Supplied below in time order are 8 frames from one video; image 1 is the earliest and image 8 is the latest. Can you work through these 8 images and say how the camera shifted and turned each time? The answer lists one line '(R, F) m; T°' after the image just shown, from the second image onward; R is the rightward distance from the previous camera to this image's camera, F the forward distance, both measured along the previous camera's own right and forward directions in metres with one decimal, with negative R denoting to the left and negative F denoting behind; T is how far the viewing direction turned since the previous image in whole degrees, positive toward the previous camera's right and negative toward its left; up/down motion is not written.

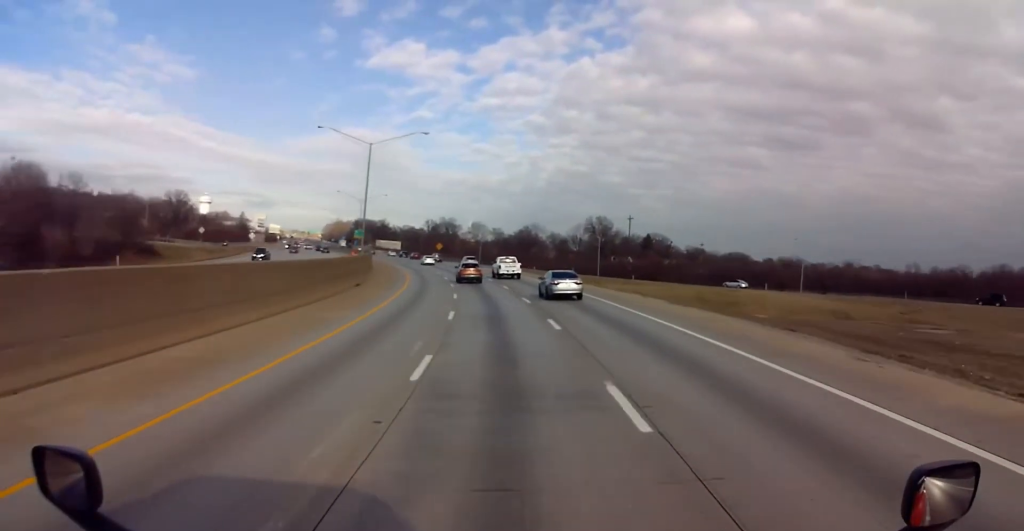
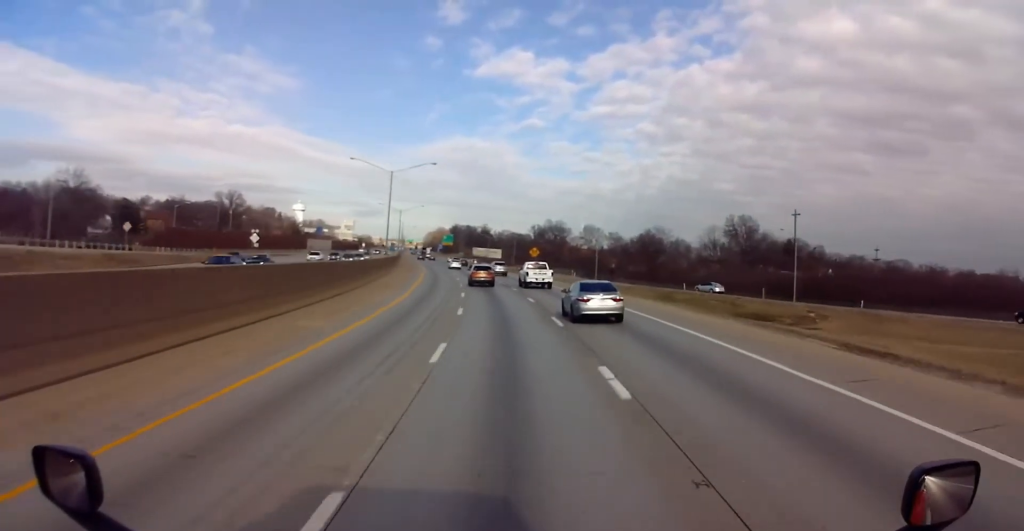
(-5.3, +58.9) m; -9°
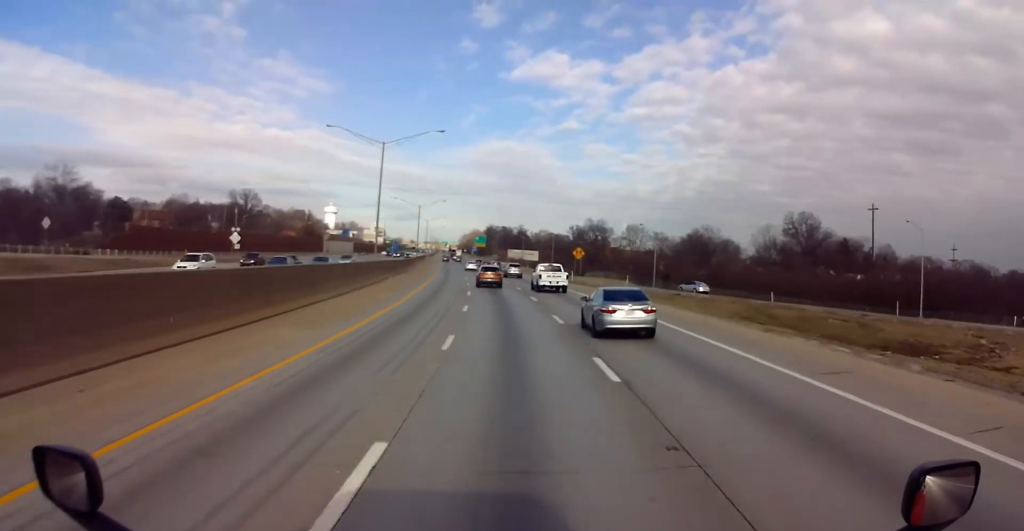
(-0.4, +22.6) m; -3°
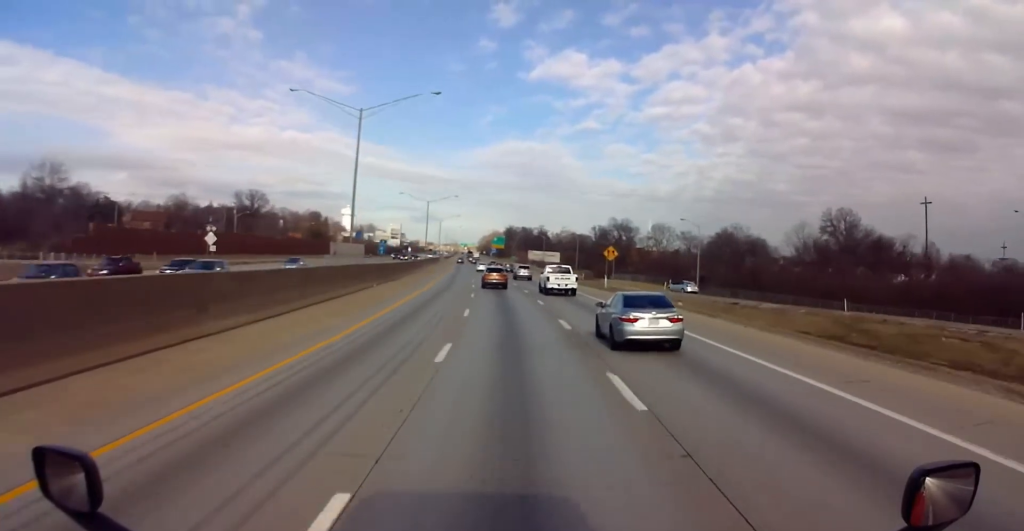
(+0.1, +14.1) m; -2°
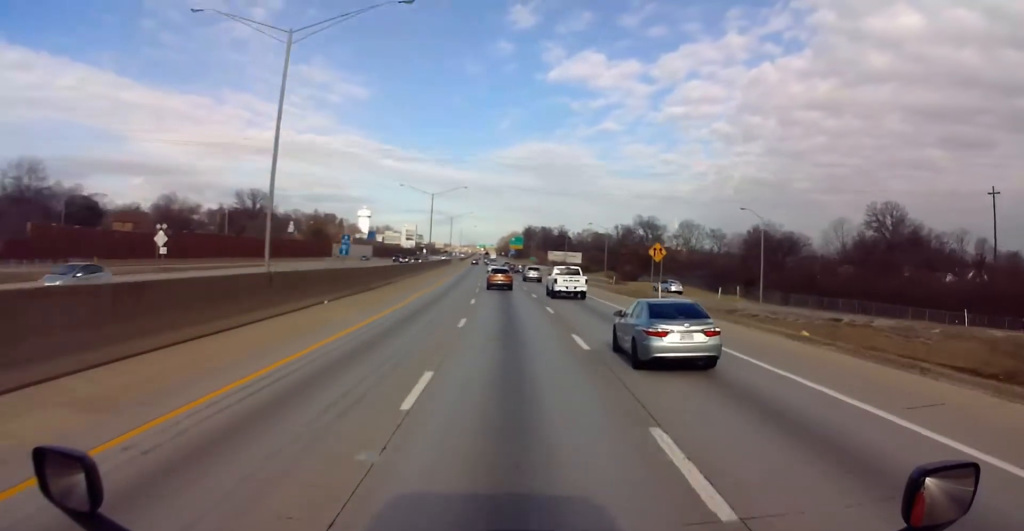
(-0.7, +16.8) m; -3°
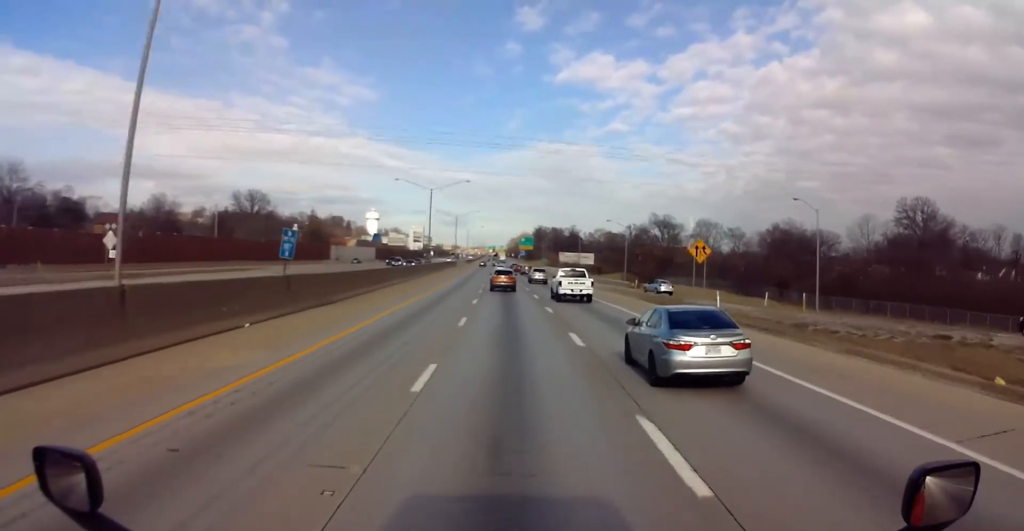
(-0.2, +11.2) m; -2°
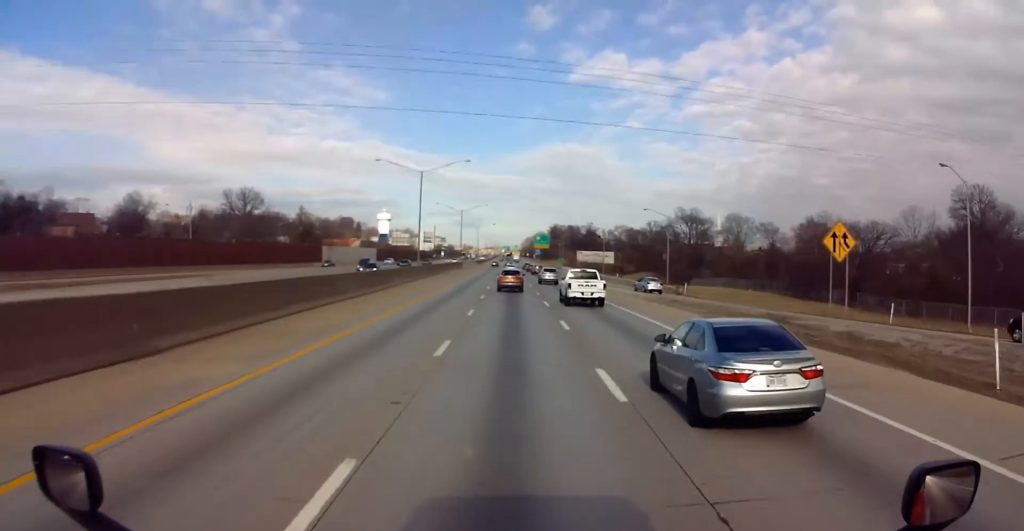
(-0.5, +19.6) m; -1°
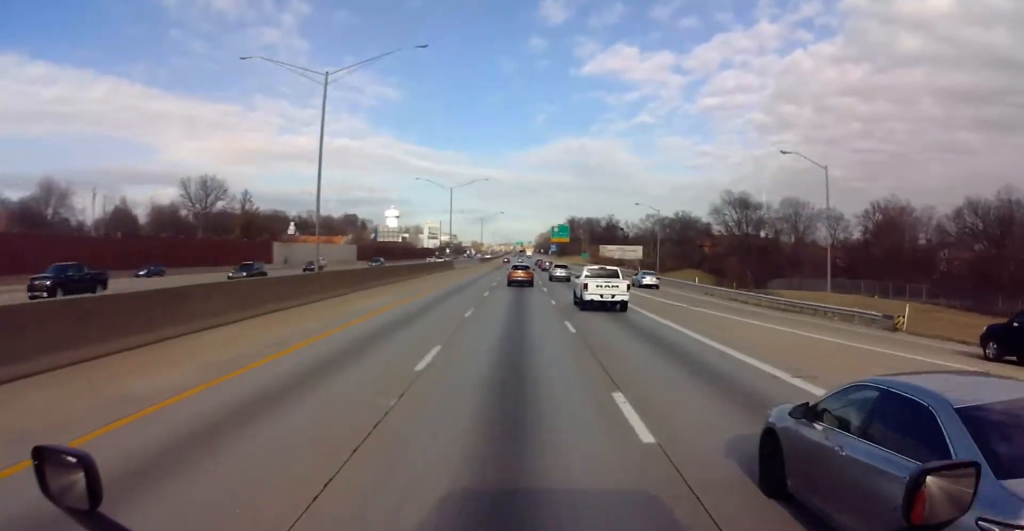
(-0.4, +39.4) m; -1°
